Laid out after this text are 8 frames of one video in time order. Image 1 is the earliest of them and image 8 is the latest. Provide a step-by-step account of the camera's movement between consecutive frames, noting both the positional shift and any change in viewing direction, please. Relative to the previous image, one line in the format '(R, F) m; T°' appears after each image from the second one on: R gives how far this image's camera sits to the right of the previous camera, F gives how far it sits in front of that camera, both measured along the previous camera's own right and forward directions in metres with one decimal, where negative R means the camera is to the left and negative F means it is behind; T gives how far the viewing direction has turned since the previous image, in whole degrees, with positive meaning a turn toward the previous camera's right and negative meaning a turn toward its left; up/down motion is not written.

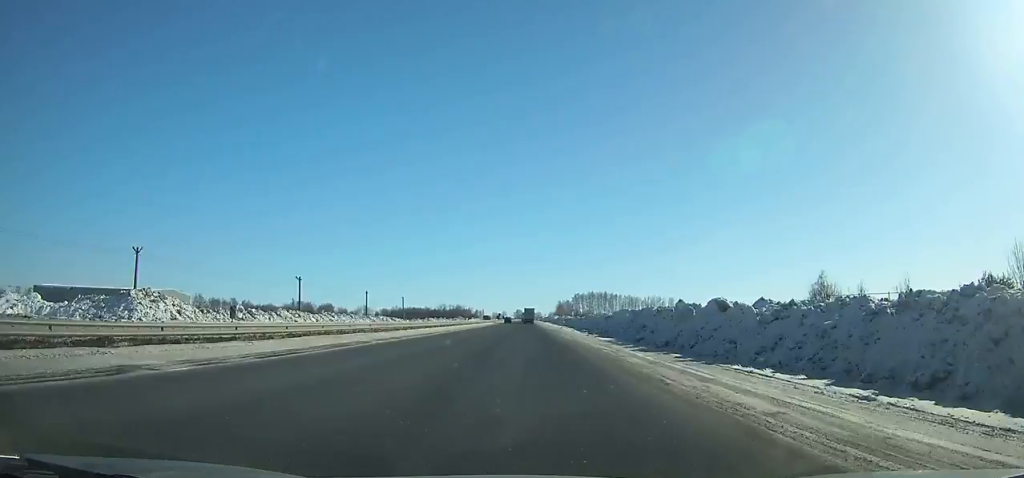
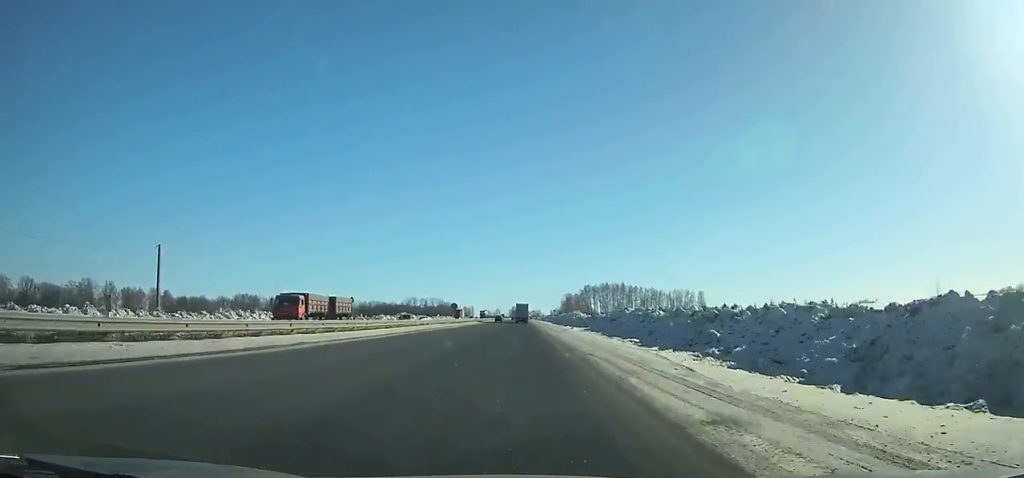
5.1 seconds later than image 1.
(+0.4, +111.5) m; 0°
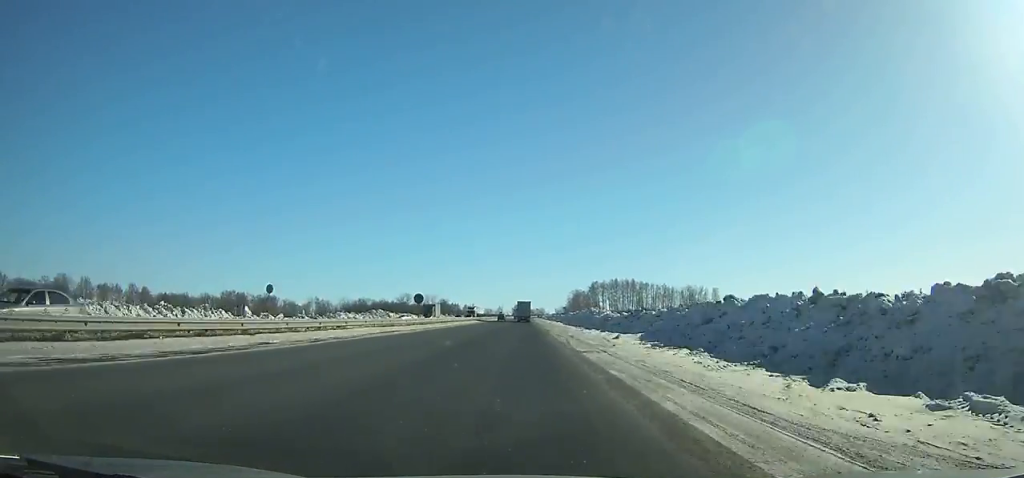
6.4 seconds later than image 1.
(0.0, +28.1) m; 0°
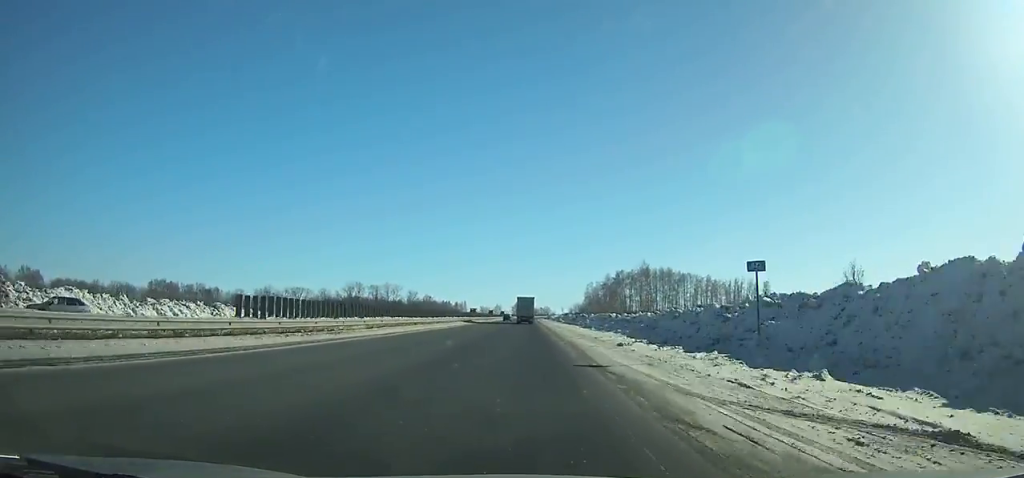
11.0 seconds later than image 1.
(-0.5, +97.6) m; 0°
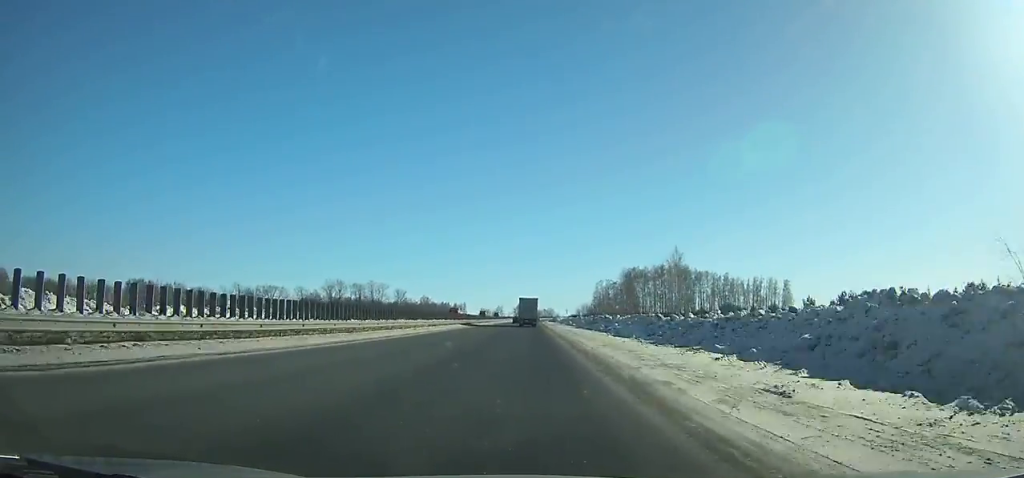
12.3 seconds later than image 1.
(0.0, +26.9) m; 0°
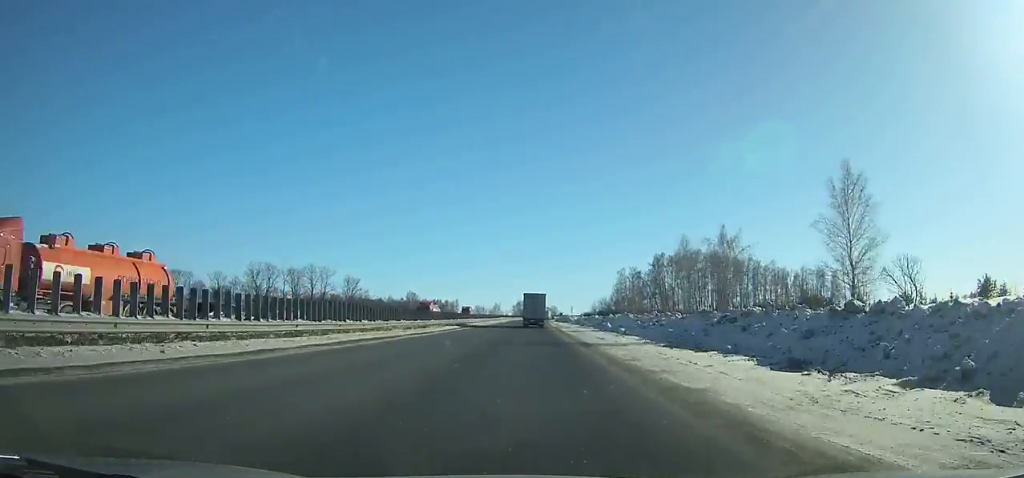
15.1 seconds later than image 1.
(+0.1, +56.7) m; 0°
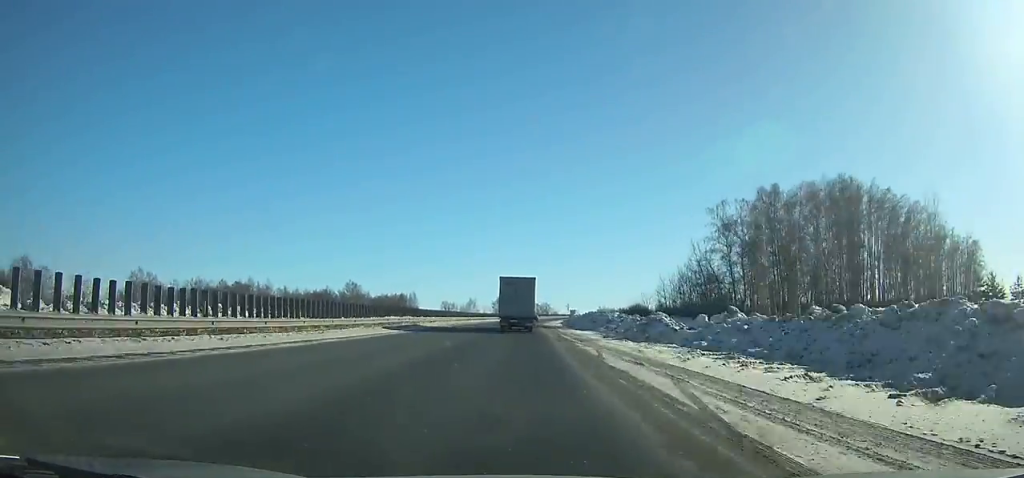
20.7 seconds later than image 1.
(+1.1, +107.7) m; +1°
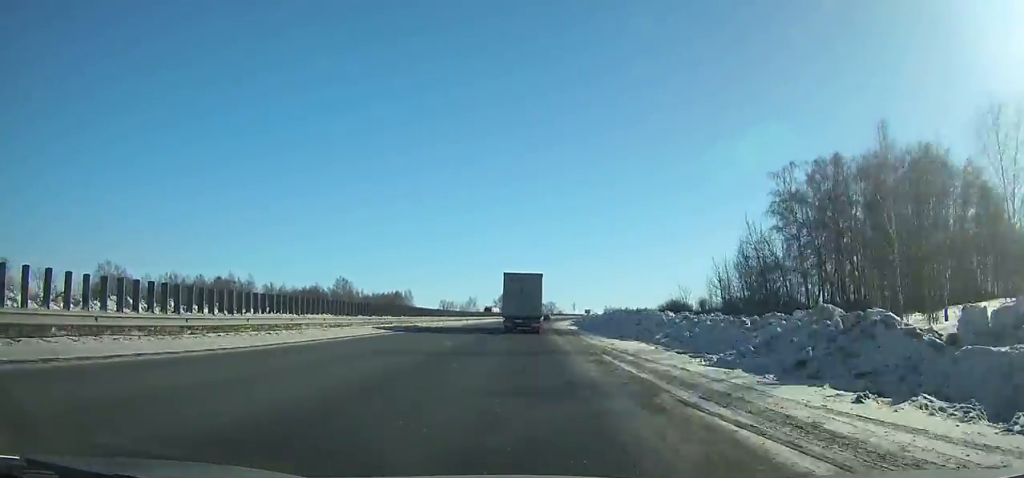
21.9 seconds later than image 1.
(0.0, +22.1) m; 0°
